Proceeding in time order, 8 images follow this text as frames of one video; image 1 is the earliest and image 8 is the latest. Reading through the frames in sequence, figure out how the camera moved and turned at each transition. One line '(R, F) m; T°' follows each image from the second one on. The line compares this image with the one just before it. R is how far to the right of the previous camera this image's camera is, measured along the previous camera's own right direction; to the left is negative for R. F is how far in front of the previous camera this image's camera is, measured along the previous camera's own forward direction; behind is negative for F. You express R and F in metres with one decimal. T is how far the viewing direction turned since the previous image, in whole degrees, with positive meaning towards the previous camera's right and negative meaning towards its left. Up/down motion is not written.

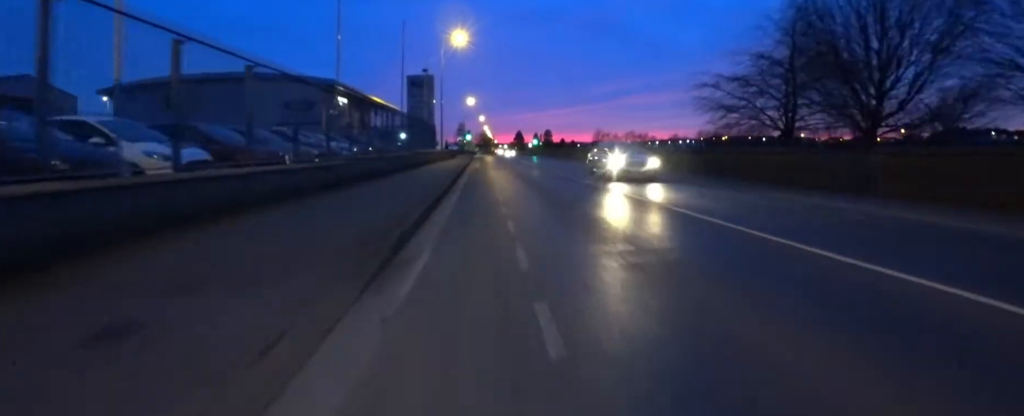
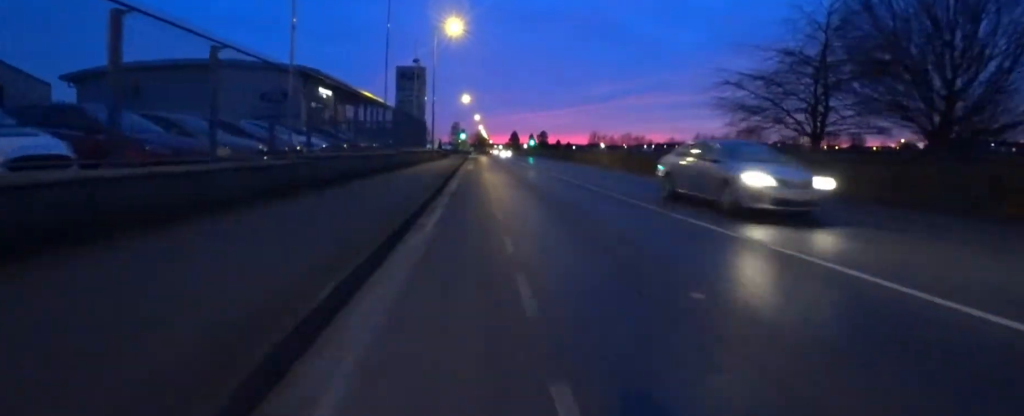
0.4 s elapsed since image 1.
(0.0, +3.1) m; 0°
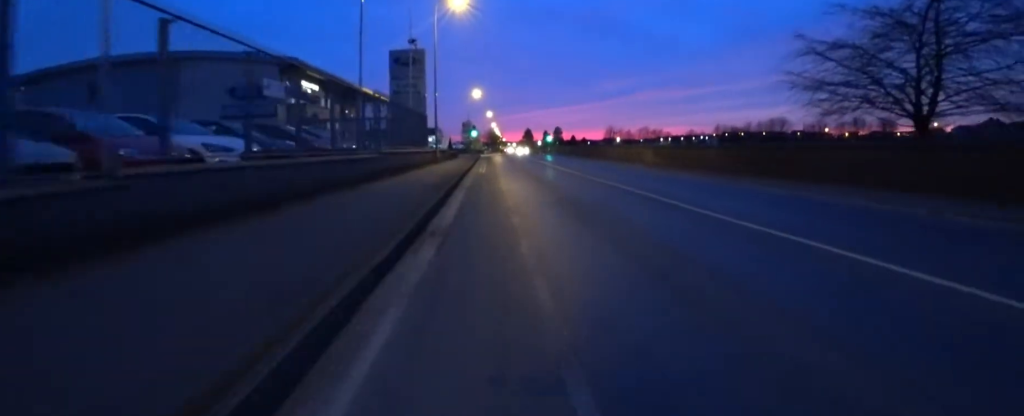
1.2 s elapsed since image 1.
(0.0, +5.7) m; 0°
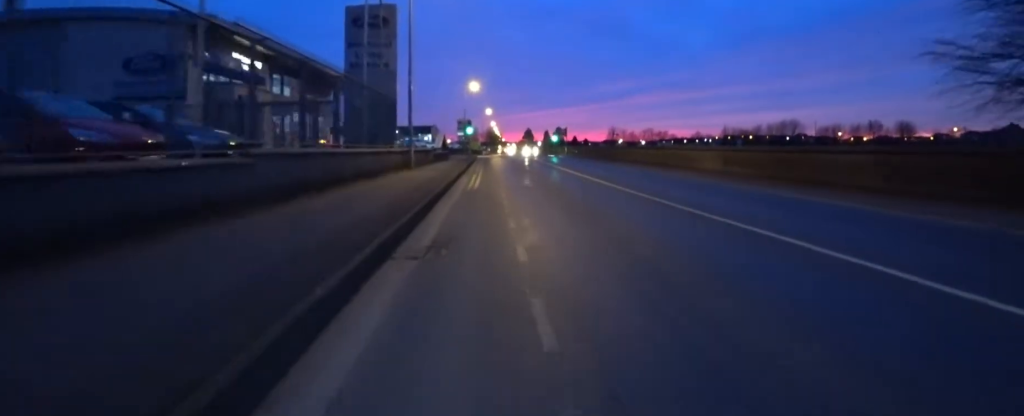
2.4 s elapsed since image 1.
(0.0, +8.0) m; 0°
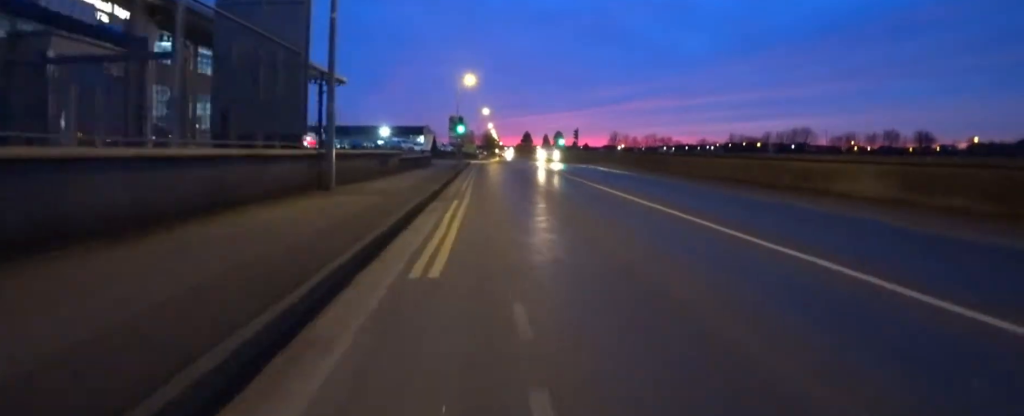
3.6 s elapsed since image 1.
(0.0, +8.5) m; 0°
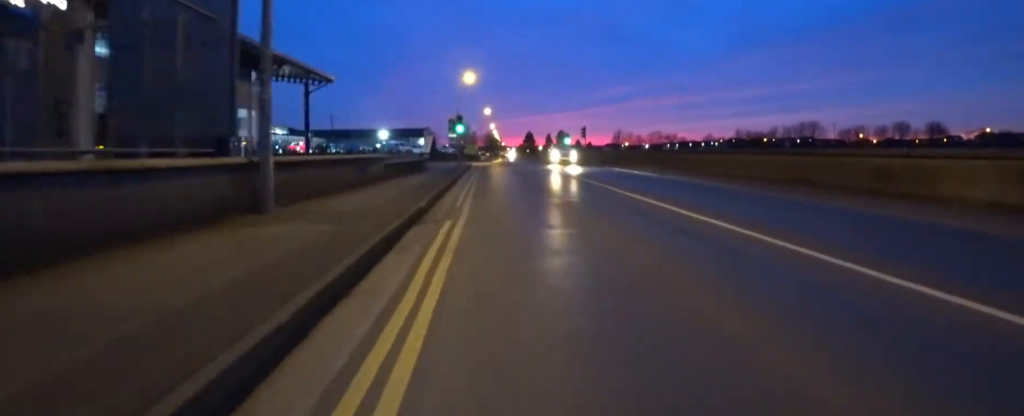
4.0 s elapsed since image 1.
(0.0, +2.8) m; 0°
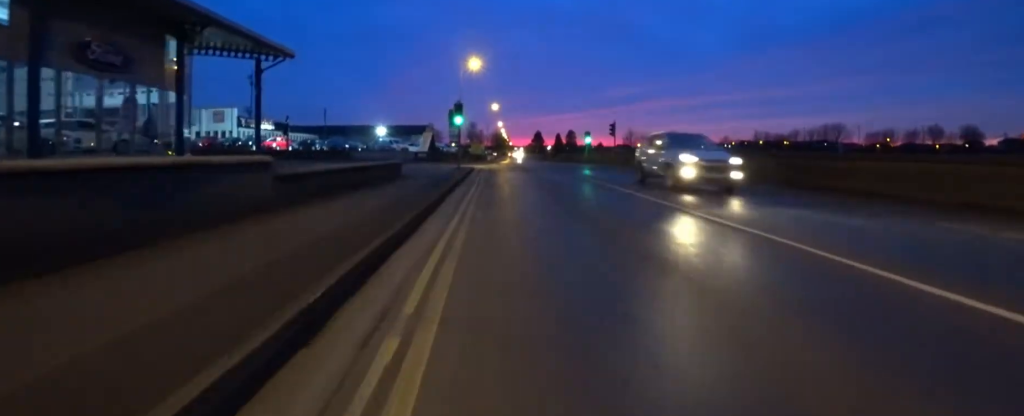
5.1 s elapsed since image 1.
(0.0, +7.9) m; 0°
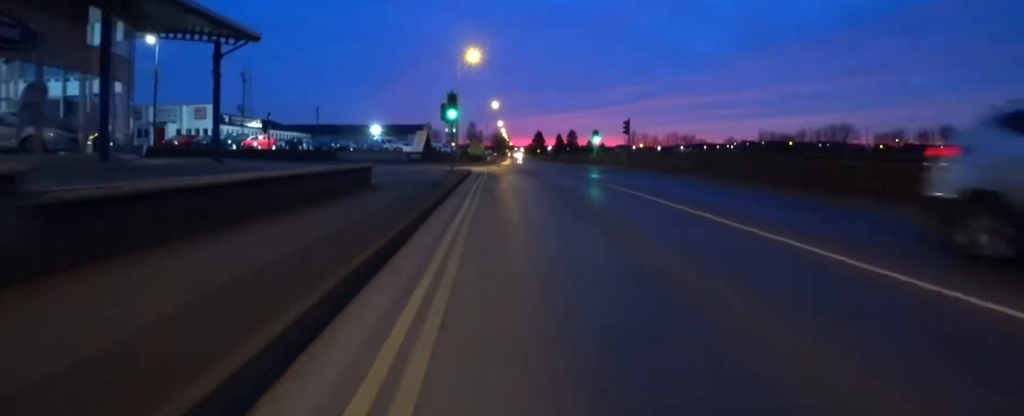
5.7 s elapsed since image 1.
(0.0, +3.7) m; 0°
